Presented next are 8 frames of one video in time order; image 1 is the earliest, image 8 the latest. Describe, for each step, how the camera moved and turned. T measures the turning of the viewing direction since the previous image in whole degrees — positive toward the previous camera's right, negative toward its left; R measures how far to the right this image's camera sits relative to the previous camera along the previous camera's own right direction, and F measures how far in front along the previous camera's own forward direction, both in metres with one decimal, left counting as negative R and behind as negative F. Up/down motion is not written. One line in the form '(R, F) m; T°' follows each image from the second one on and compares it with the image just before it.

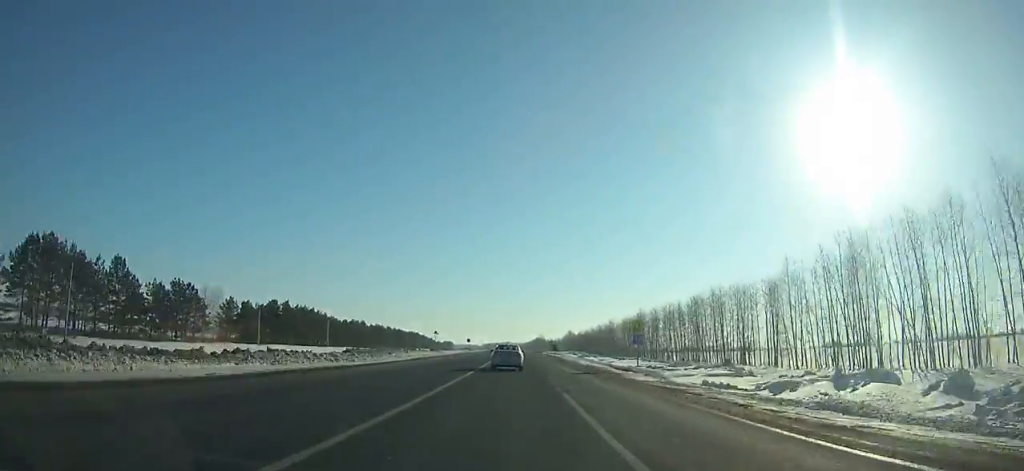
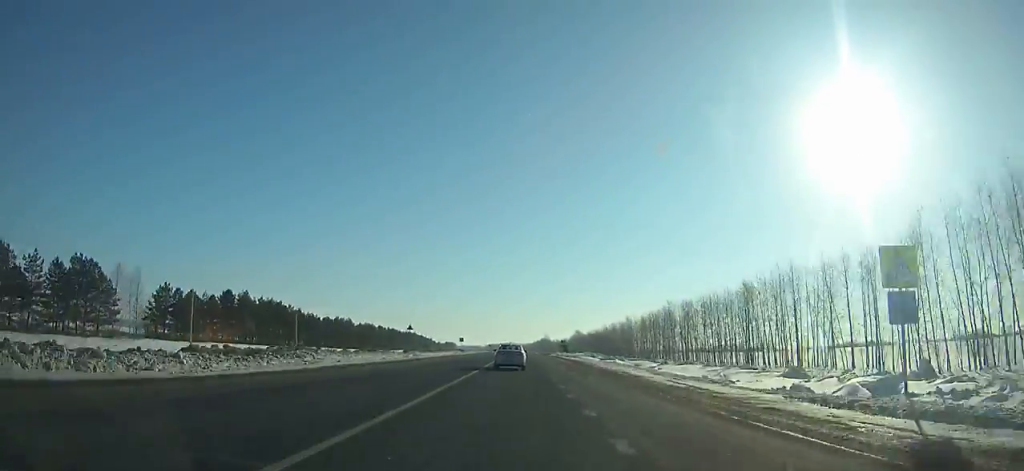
(0.0, +28.0) m; 0°
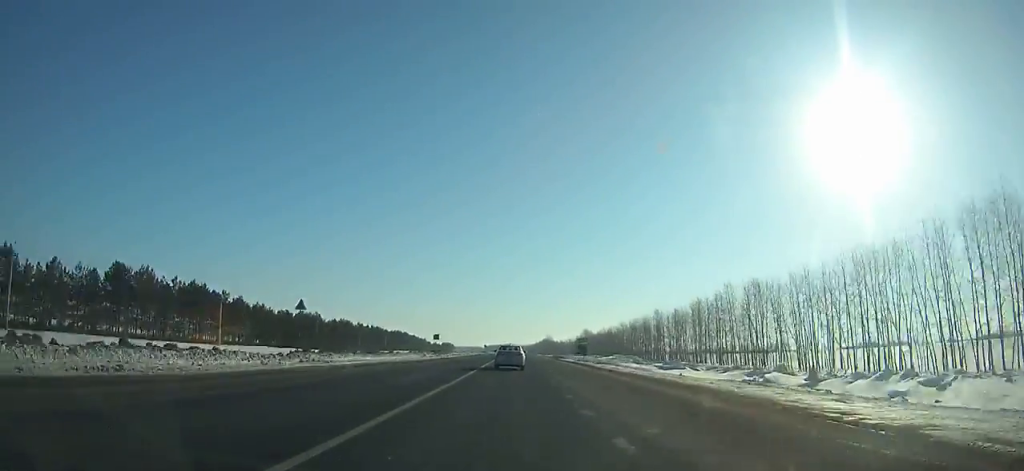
(0.0, +39.7) m; 0°
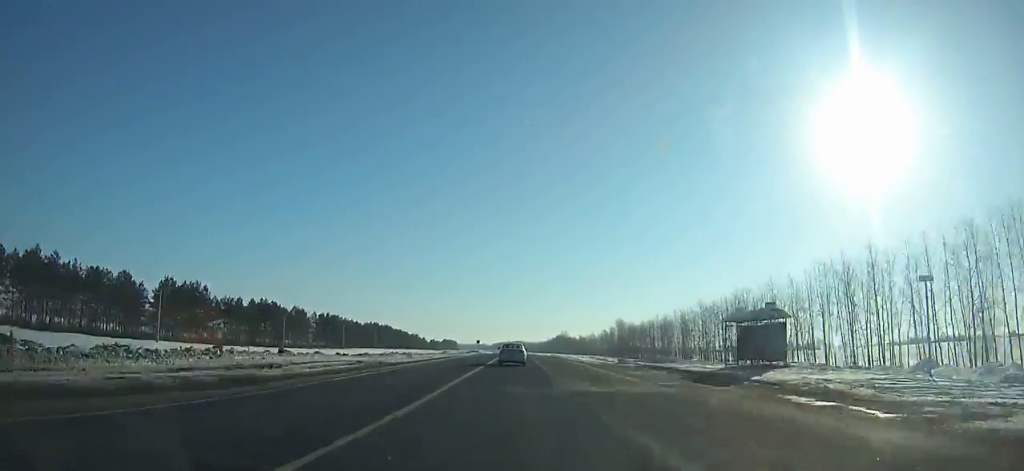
(-0.4, +82.9) m; -1°
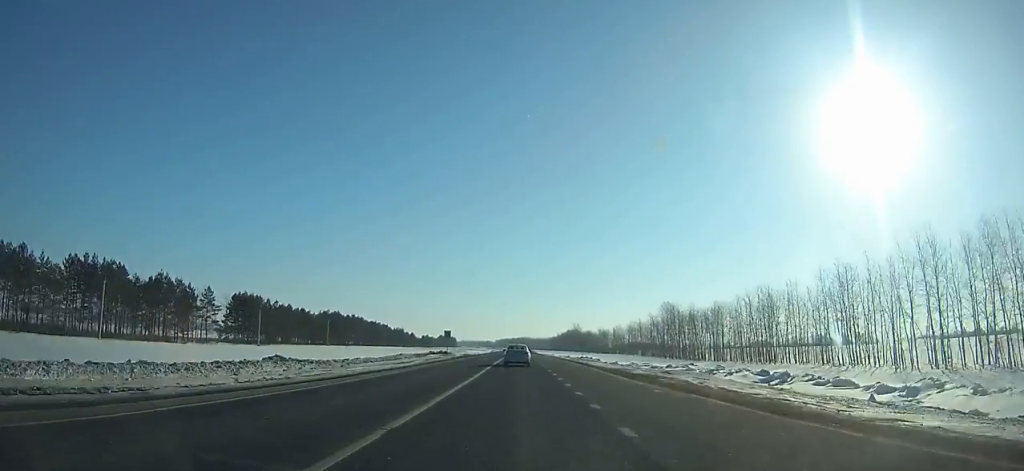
(-0.2, +72.0) m; 0°
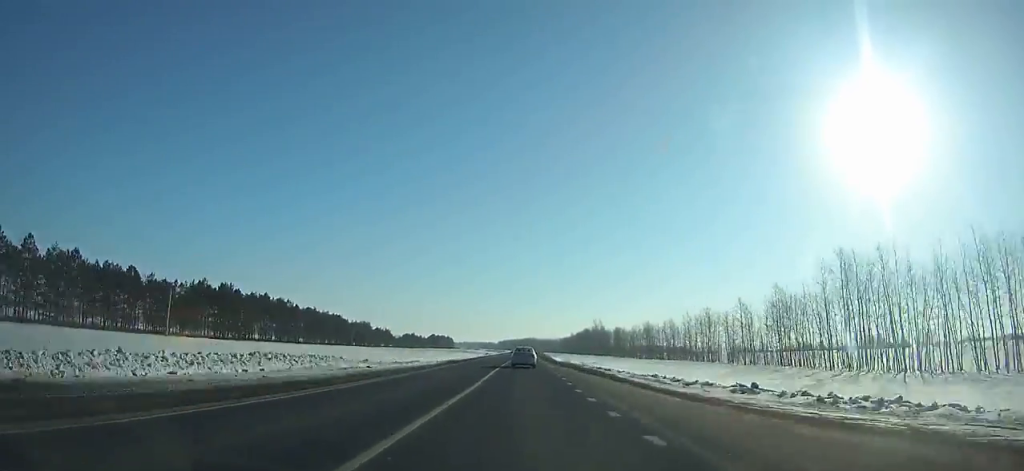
(-0.2, +92.4) m; 0°
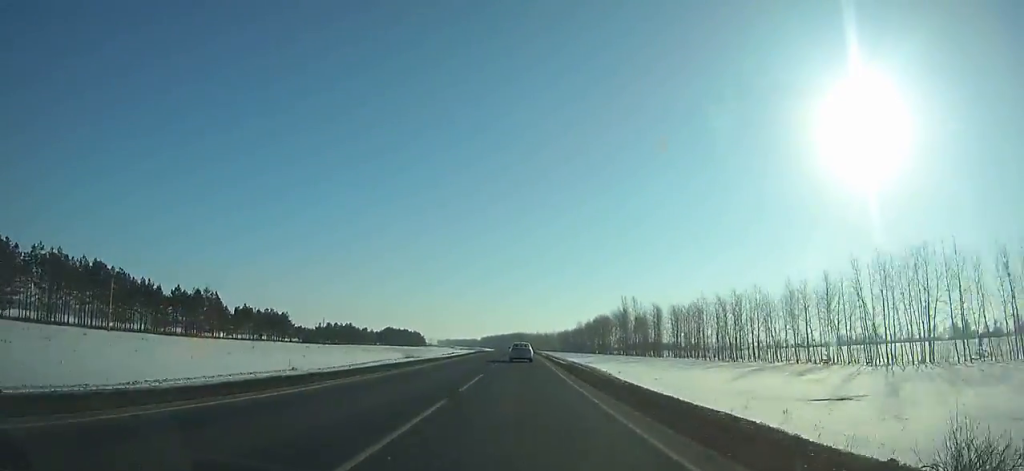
(+0.6, +132.7) m; 0°
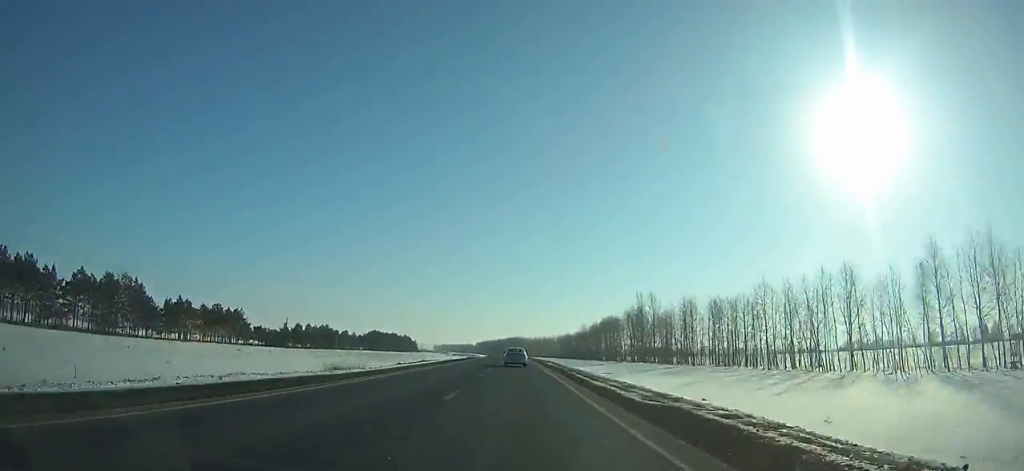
(+0.1, +32.0) m; 0°
